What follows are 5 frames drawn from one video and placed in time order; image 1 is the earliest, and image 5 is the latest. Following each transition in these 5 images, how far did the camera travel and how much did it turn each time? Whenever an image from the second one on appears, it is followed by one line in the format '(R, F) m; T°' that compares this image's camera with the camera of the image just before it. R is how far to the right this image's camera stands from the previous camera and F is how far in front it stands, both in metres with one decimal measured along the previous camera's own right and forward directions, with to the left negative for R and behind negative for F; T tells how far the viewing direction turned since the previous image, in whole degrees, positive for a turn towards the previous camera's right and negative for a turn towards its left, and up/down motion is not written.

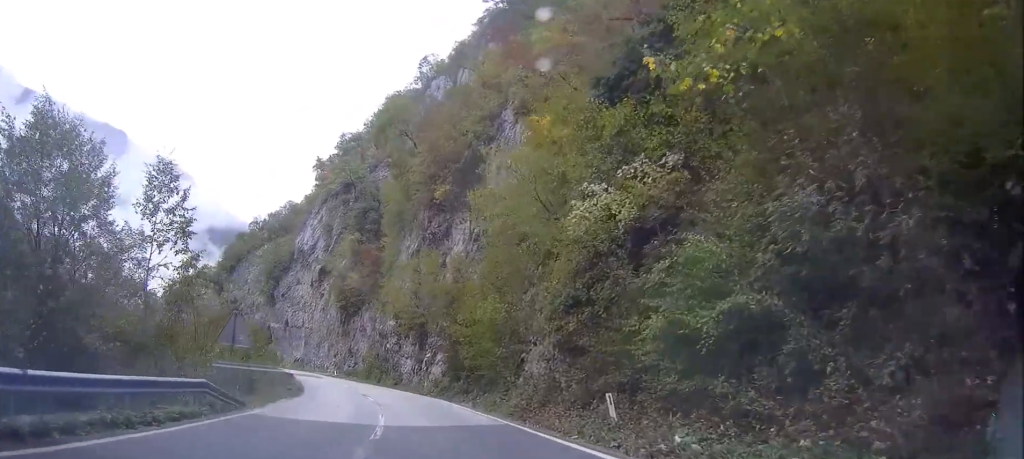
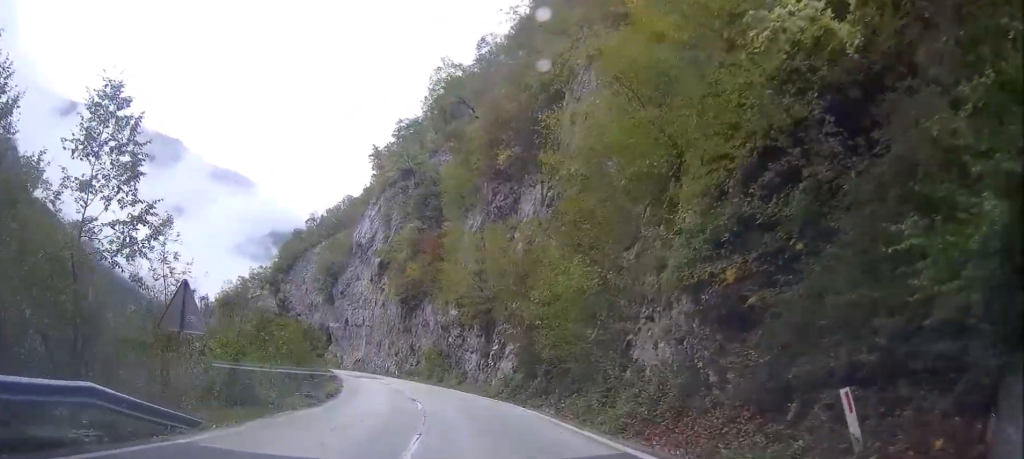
(-0.9, +7.4) m; -10°
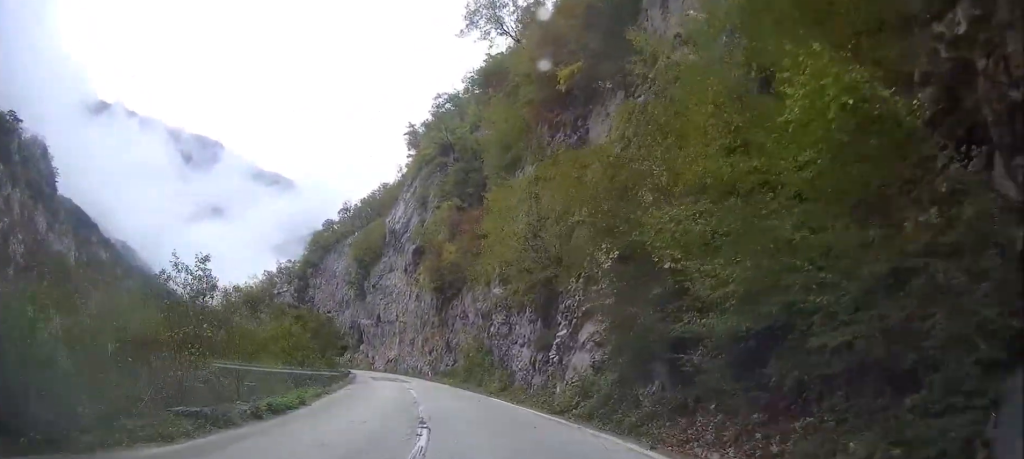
(-1.0, +12.1) m; -1°
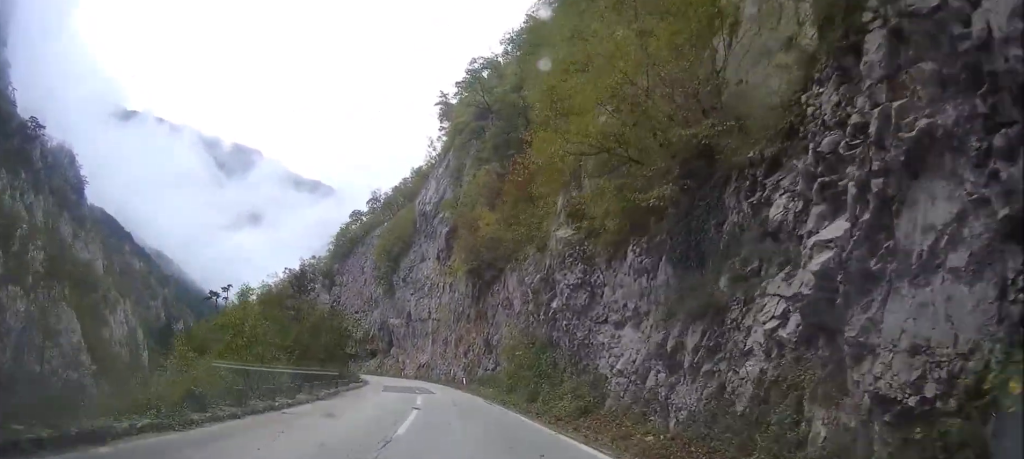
(+0.7, +15.2) m; -1°
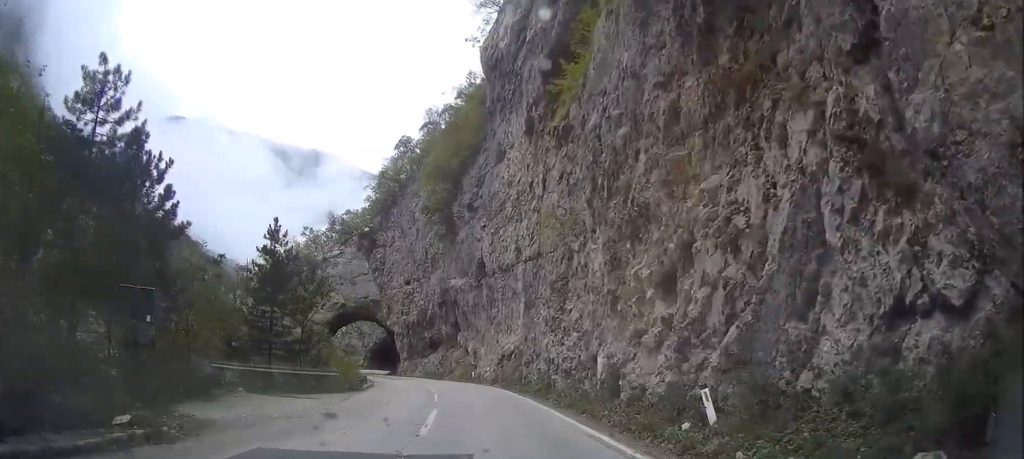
(-3.0, +42.8) m; -5°
